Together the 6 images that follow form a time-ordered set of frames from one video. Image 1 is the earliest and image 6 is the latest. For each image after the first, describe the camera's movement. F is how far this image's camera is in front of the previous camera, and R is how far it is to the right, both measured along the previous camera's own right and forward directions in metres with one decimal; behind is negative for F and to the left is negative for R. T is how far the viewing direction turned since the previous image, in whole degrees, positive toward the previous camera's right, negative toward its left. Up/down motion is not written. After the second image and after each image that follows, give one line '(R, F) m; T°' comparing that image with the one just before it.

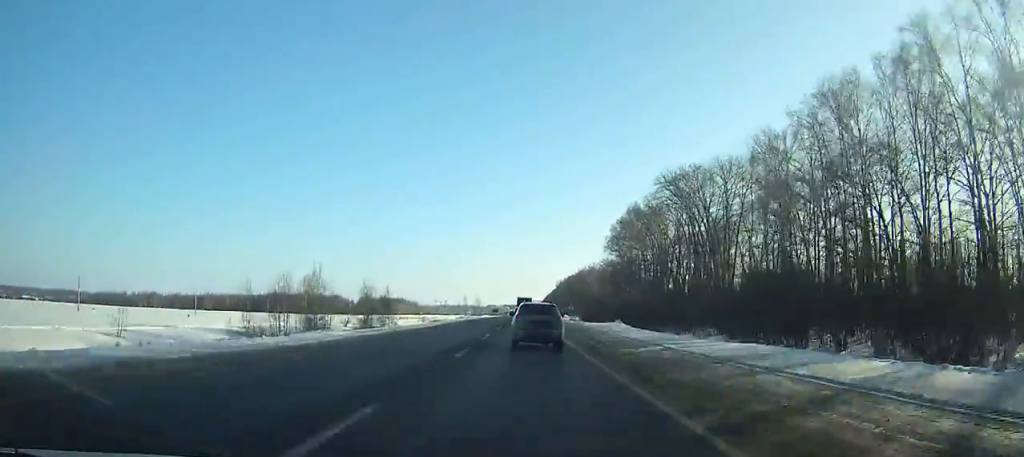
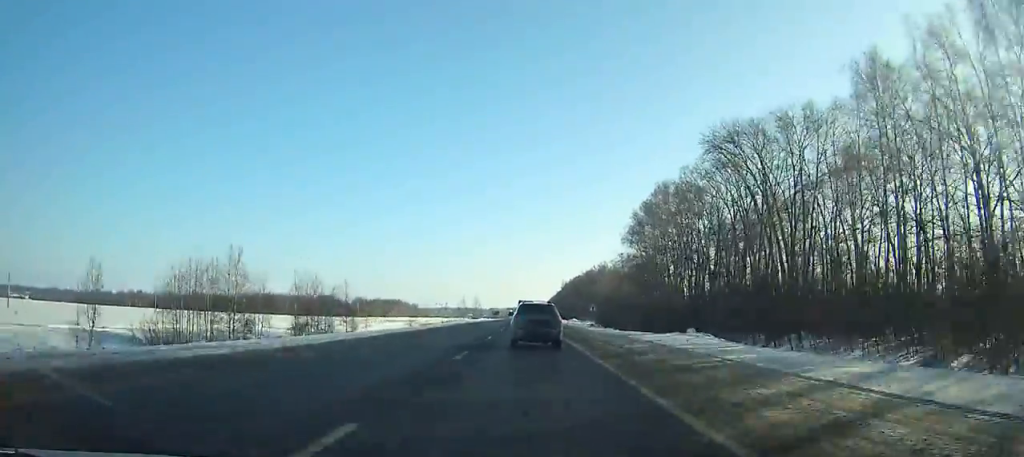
(0.0, +24.5) m; 0°
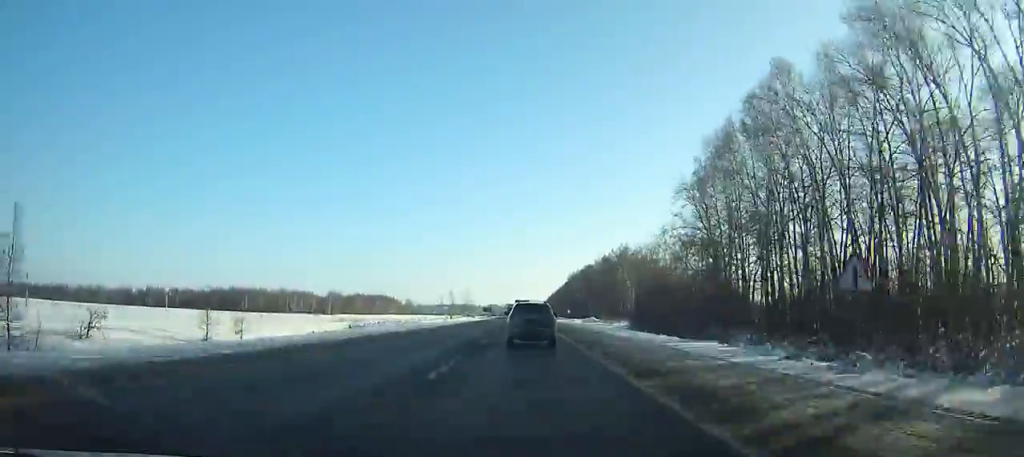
(-0.3, +52.5) m; 0°
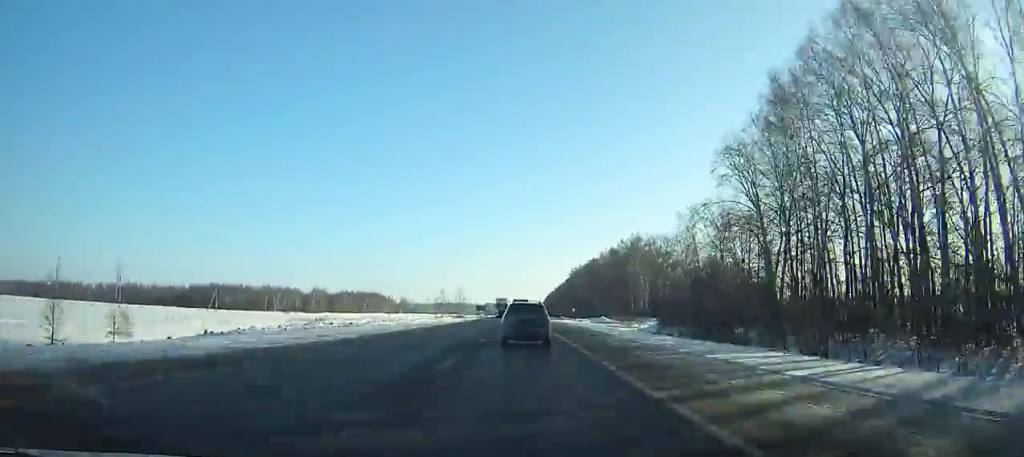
(-0.2, +22.8) m; 0°
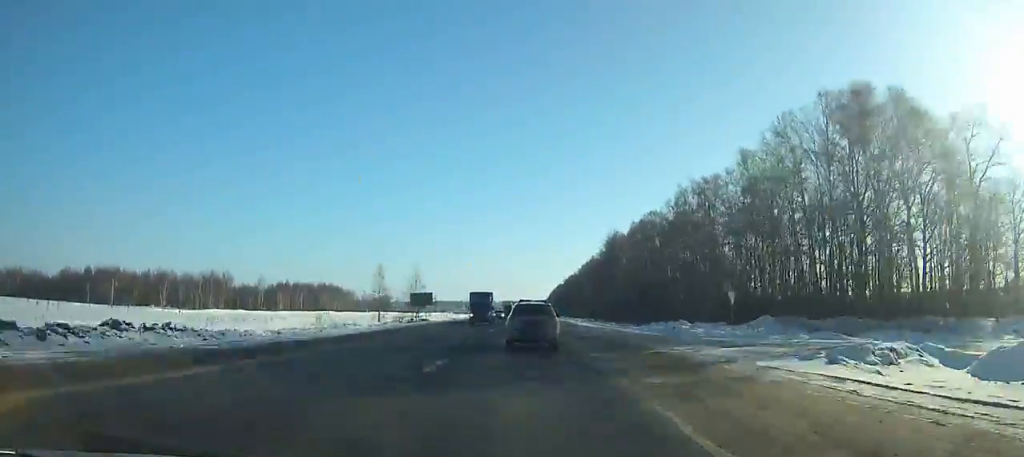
(+0.6, +107.8) m; 0°
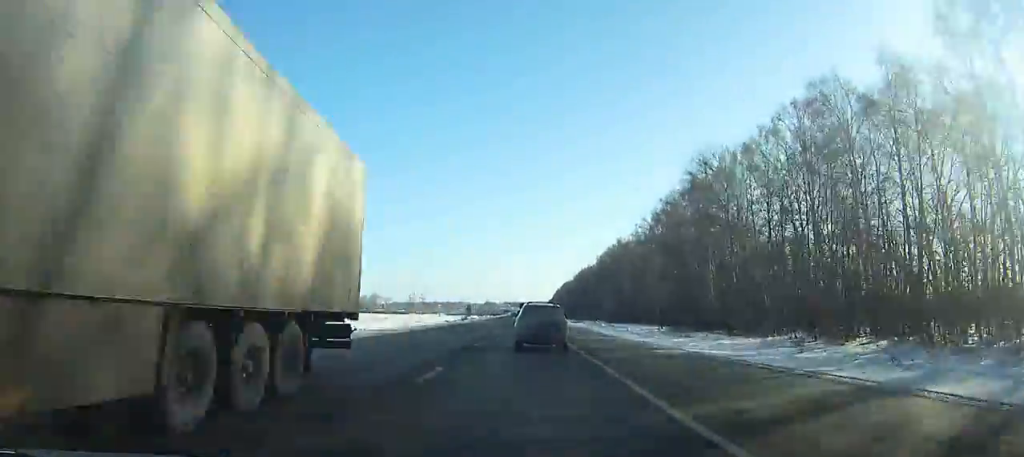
(-0.1, +73.8) m; 0°
